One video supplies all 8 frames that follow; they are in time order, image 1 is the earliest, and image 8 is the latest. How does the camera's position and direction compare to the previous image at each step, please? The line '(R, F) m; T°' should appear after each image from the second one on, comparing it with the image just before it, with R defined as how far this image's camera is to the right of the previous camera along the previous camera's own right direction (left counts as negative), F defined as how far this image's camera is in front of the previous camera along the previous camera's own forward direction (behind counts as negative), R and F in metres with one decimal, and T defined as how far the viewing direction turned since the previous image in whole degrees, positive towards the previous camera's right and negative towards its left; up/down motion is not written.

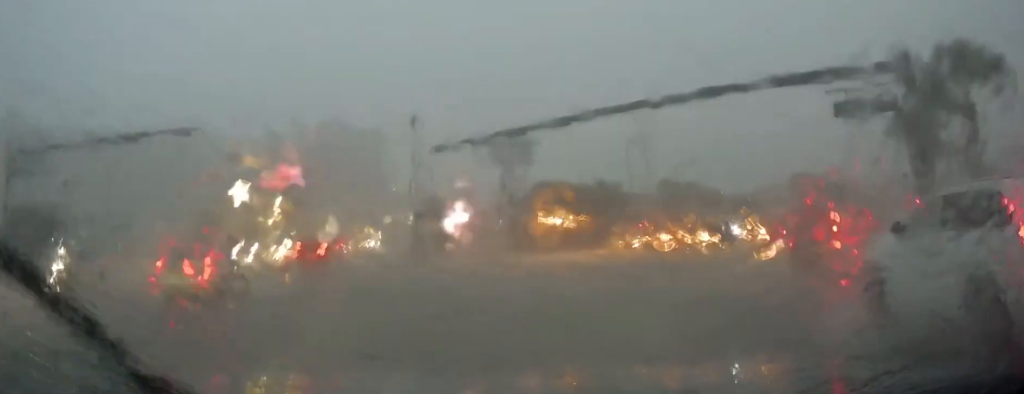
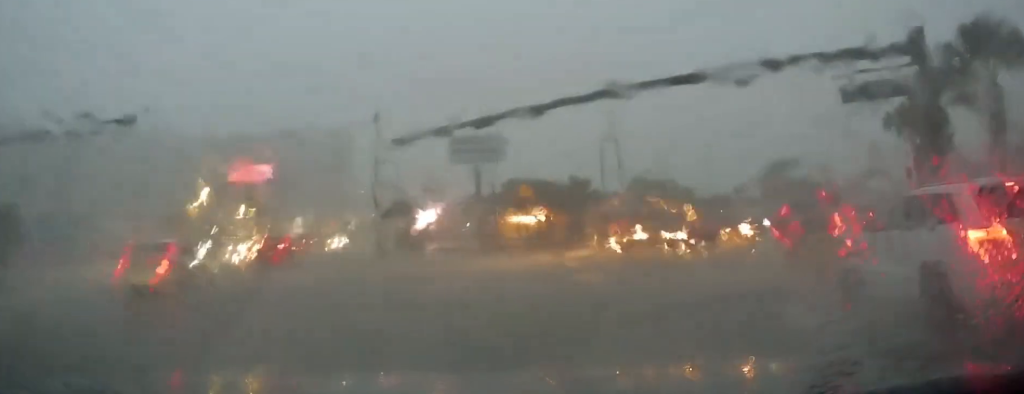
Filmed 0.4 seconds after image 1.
(0.0, +2.3) m; +2°
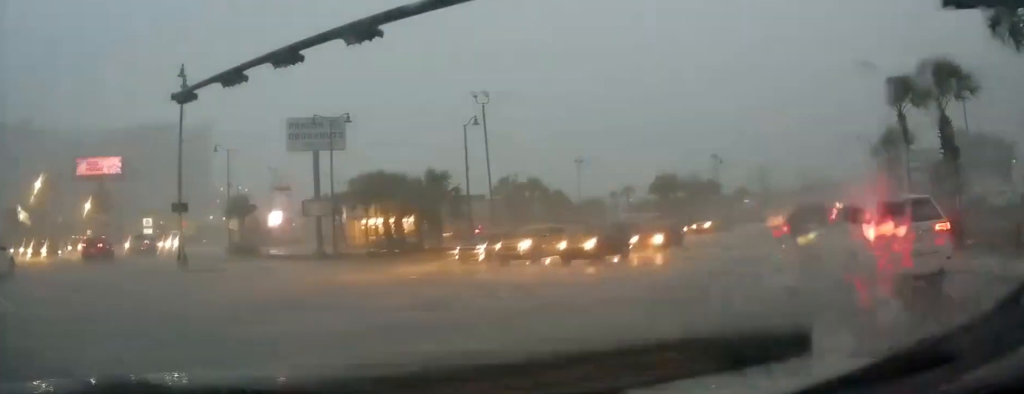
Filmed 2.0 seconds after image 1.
(+0.8, +9.3) m; +19°
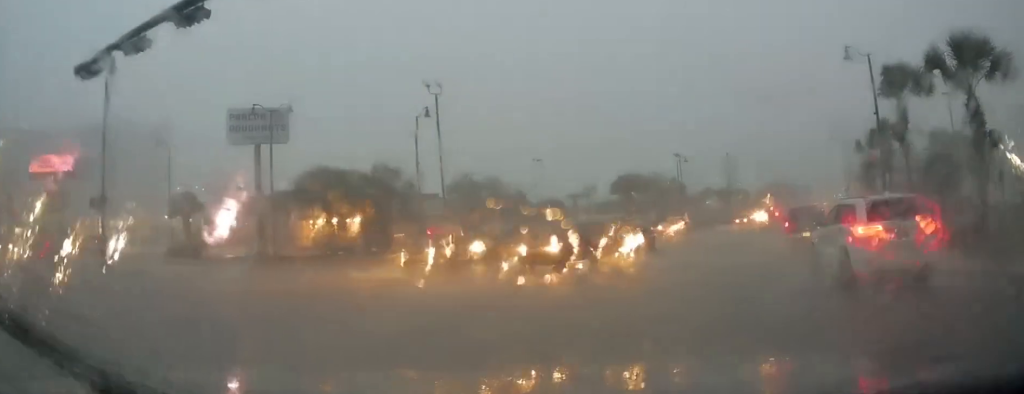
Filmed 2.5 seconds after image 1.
(+0.5, +3.2) m; +5°
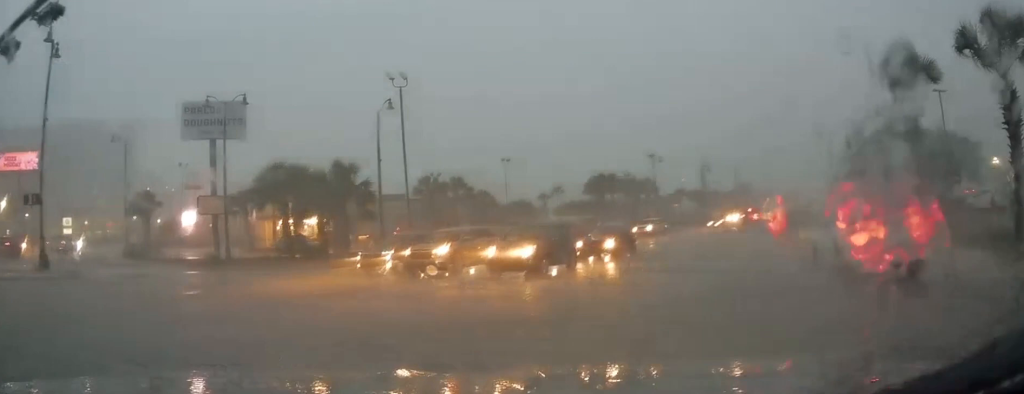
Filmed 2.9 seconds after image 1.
(+0.2, +2.5) m; +3°
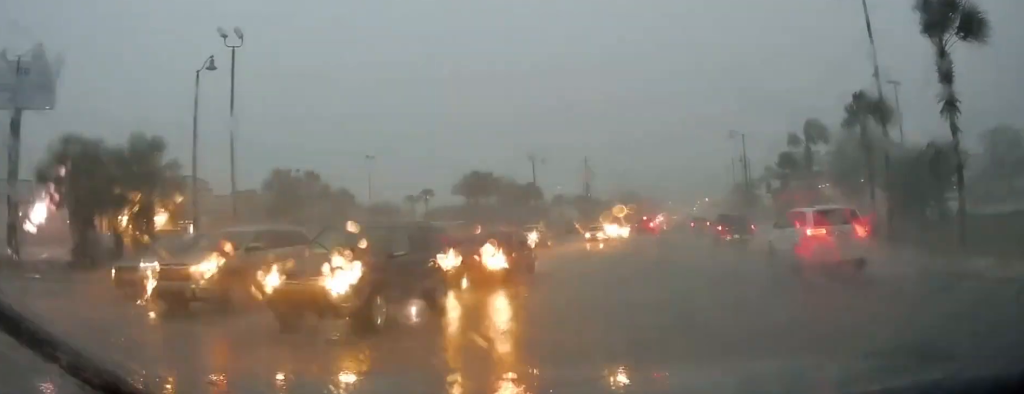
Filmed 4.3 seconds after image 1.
(+0.4, +9.1) m; +9°
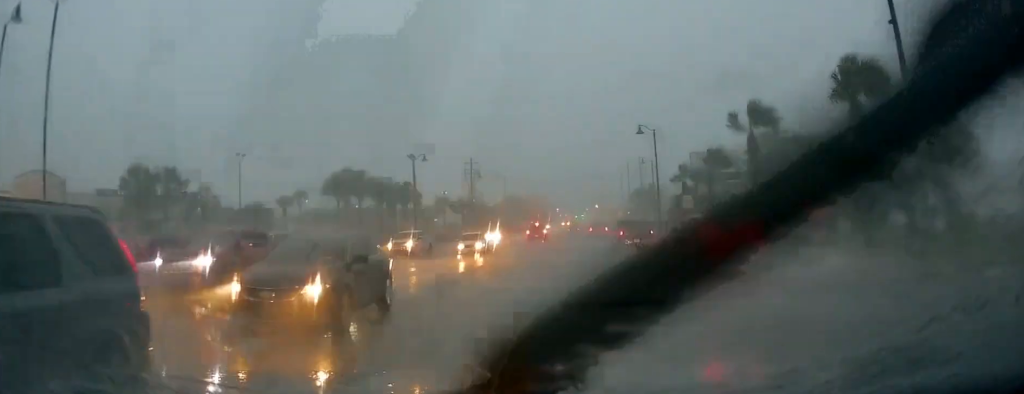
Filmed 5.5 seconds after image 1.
(+0.9, +7.4) m; +11°
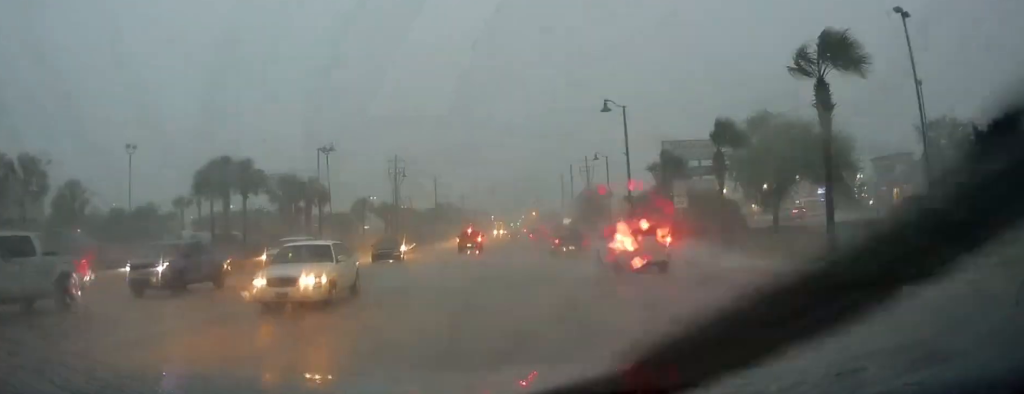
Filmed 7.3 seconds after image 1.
(+1.0, +11.9) m; +7°
